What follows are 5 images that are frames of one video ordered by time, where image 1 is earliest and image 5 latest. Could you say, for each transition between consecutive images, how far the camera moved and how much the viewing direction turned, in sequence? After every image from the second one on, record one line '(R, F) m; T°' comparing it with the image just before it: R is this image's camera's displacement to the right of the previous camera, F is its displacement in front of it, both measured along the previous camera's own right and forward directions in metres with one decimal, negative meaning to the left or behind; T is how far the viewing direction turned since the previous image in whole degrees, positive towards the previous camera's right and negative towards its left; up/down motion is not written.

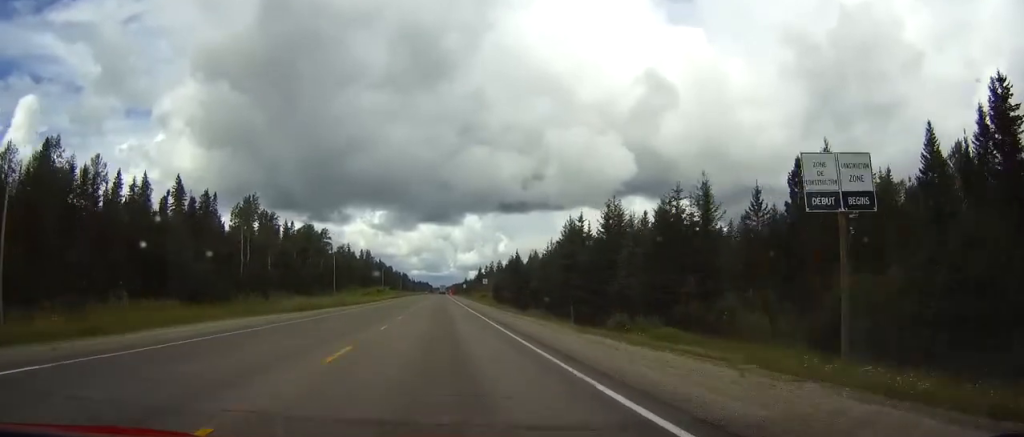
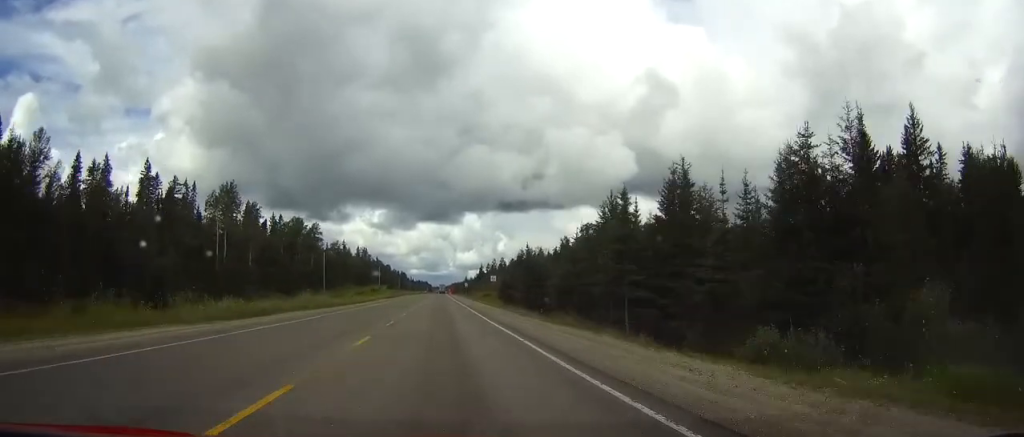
(-0.1, +15.0) m; 0°
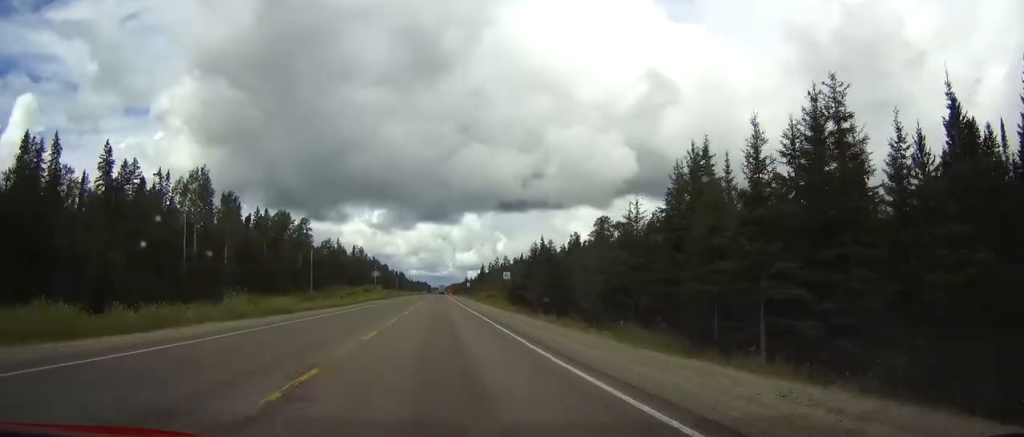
(-0.1, +15.8) m; 0°
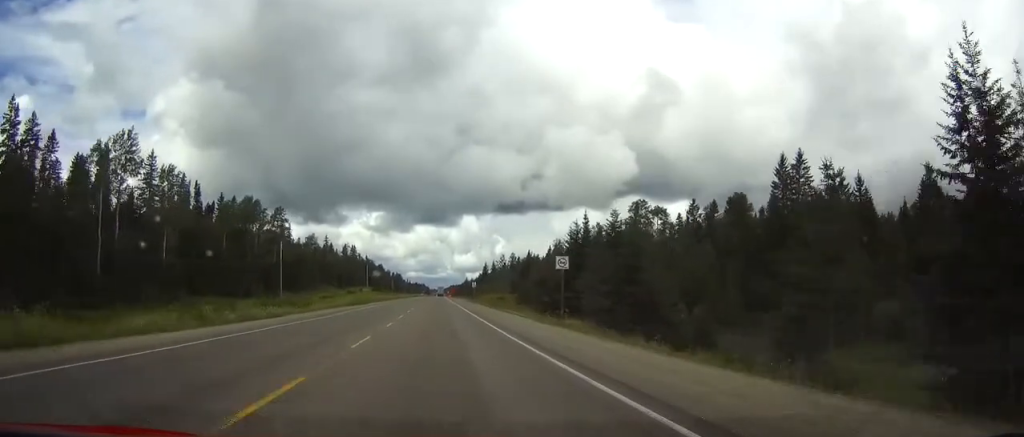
(+0.1, +28.0) m; 0°
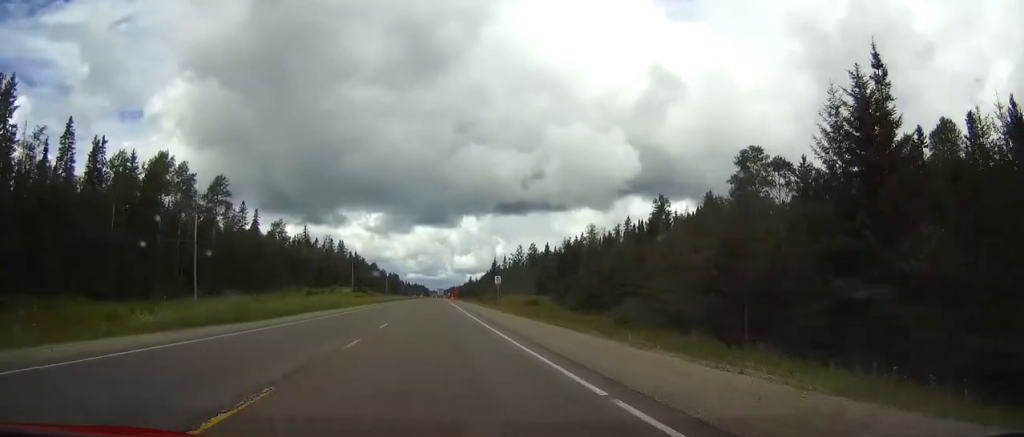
(+0.2, +44.5) m; 0°
